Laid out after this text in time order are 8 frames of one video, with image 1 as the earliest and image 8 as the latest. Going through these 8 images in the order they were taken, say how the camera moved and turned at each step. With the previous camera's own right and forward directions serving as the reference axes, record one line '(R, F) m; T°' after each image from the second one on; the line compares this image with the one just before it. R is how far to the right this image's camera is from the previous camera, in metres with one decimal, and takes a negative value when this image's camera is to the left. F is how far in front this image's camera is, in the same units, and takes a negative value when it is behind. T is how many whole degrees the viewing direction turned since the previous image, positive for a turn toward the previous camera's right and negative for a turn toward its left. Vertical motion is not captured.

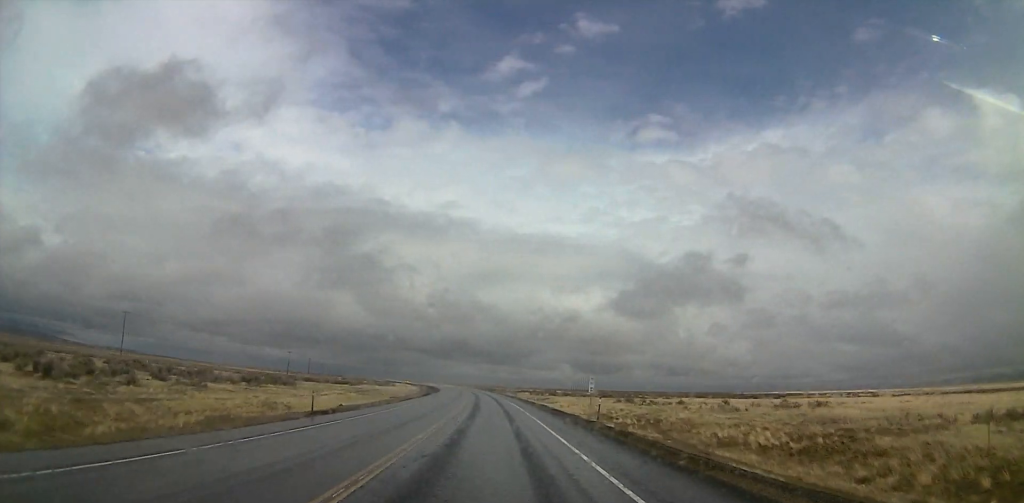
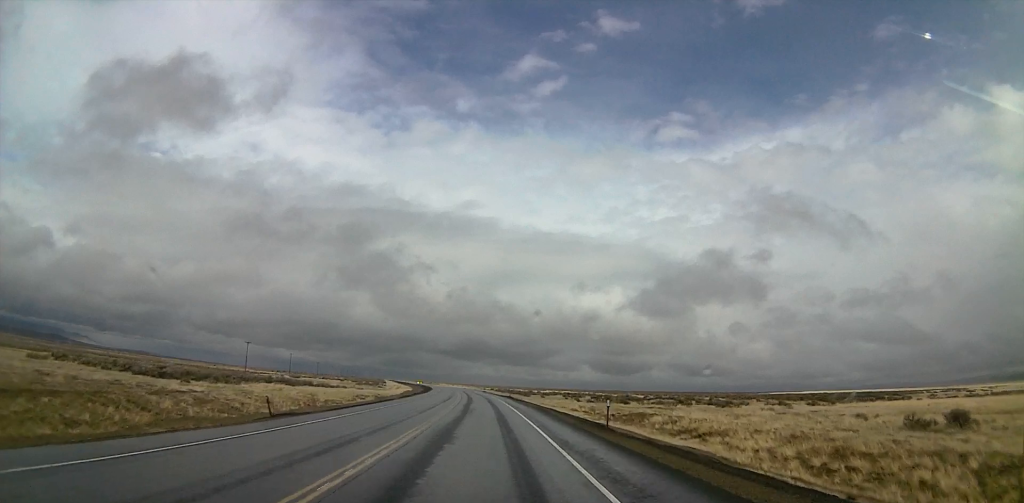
(-3.2, +63.1) m; -3°
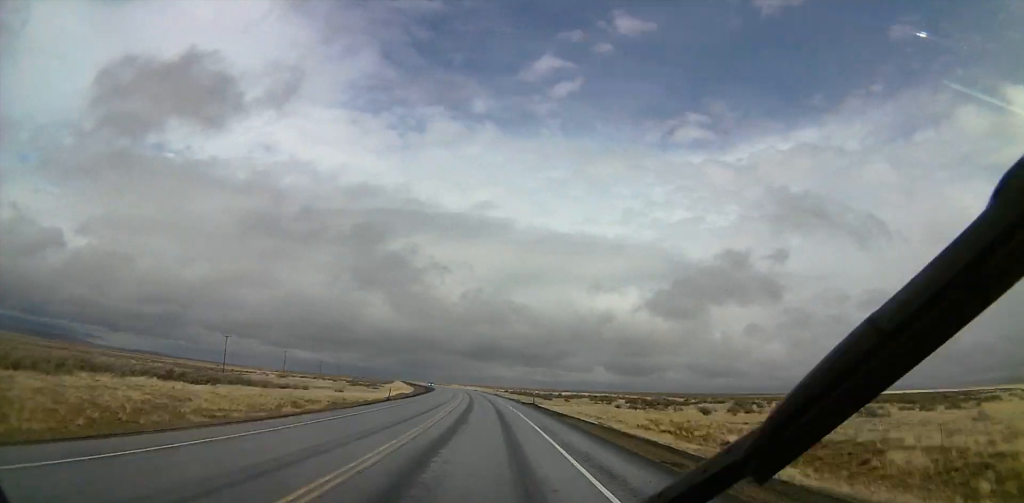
(0.0, +27.1) m; -1°
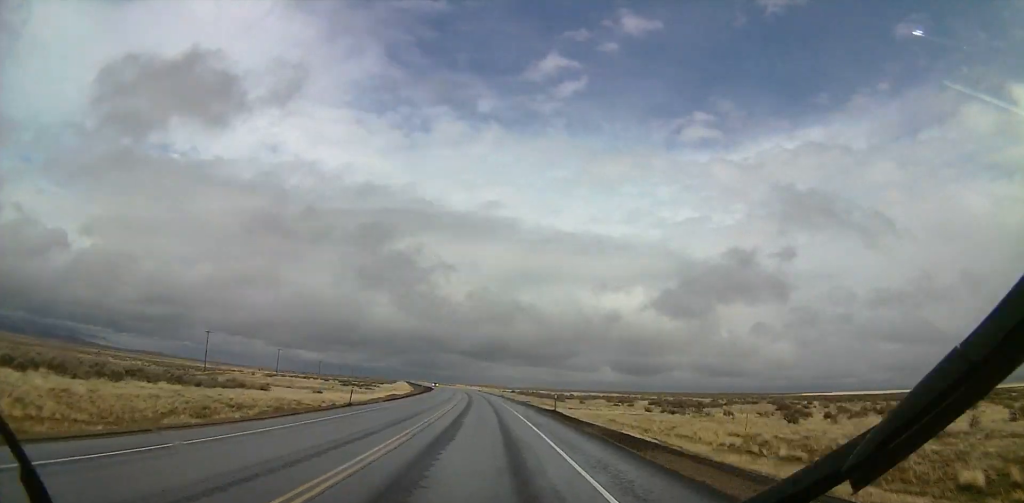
(-0.2, +15.8) m; -1°
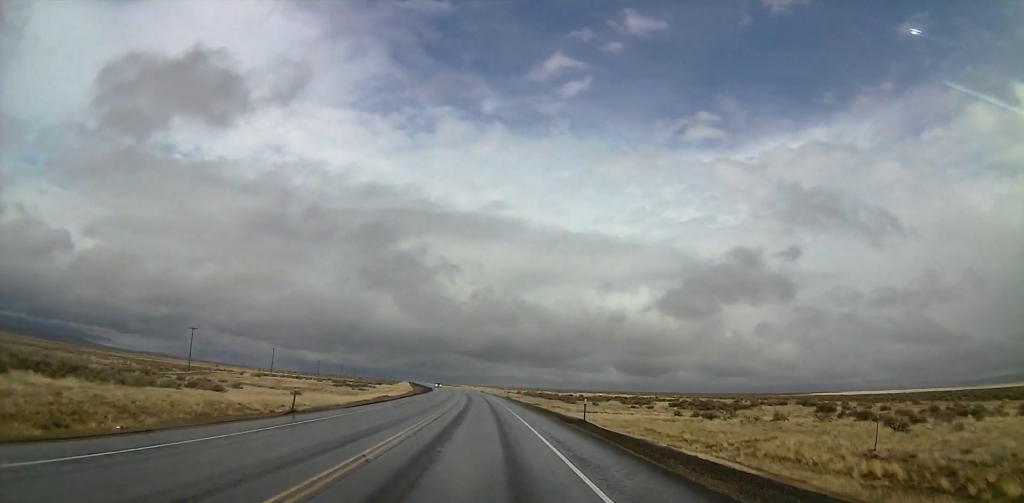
(0.0, +11.4) m; 0°
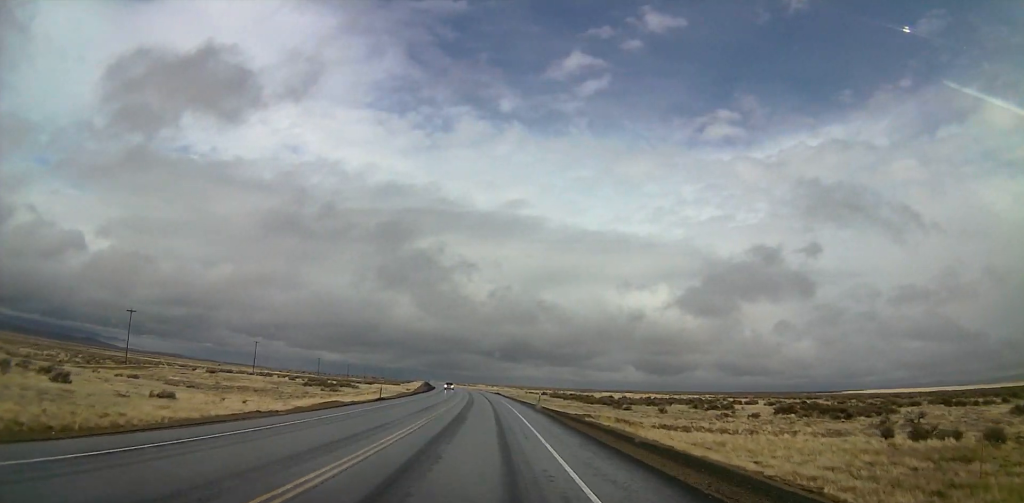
(0.0, +35.9) m; -2°
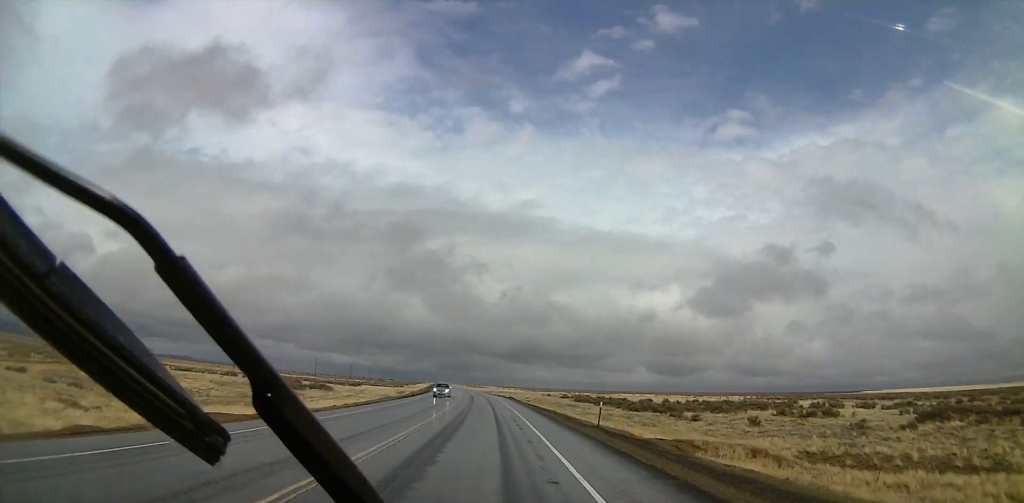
(-0.7, +25.3) m; -2°
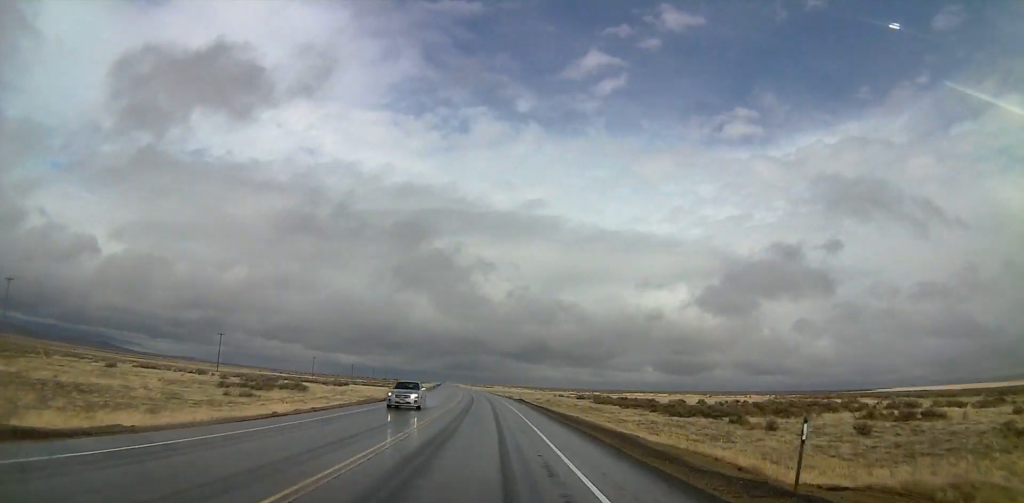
(0.0, +15.6) m; 0°
